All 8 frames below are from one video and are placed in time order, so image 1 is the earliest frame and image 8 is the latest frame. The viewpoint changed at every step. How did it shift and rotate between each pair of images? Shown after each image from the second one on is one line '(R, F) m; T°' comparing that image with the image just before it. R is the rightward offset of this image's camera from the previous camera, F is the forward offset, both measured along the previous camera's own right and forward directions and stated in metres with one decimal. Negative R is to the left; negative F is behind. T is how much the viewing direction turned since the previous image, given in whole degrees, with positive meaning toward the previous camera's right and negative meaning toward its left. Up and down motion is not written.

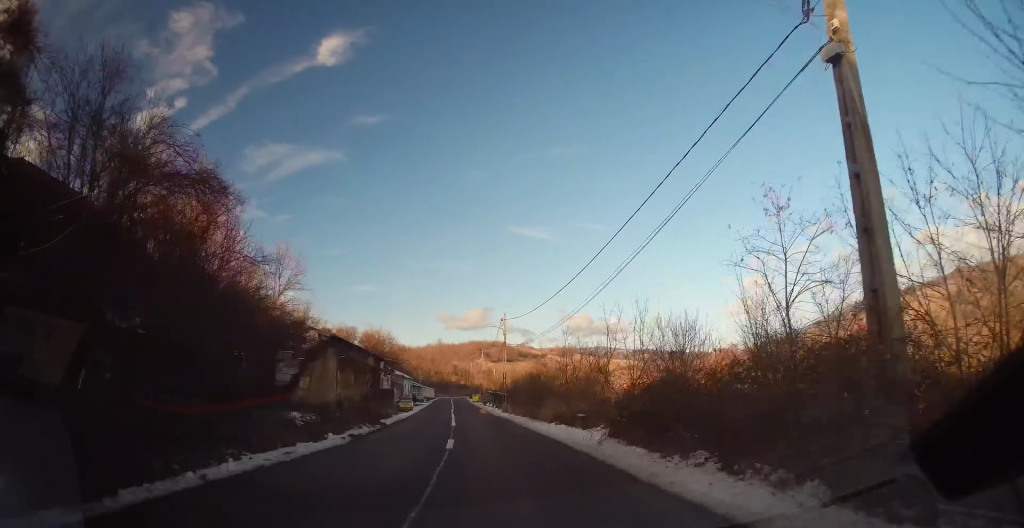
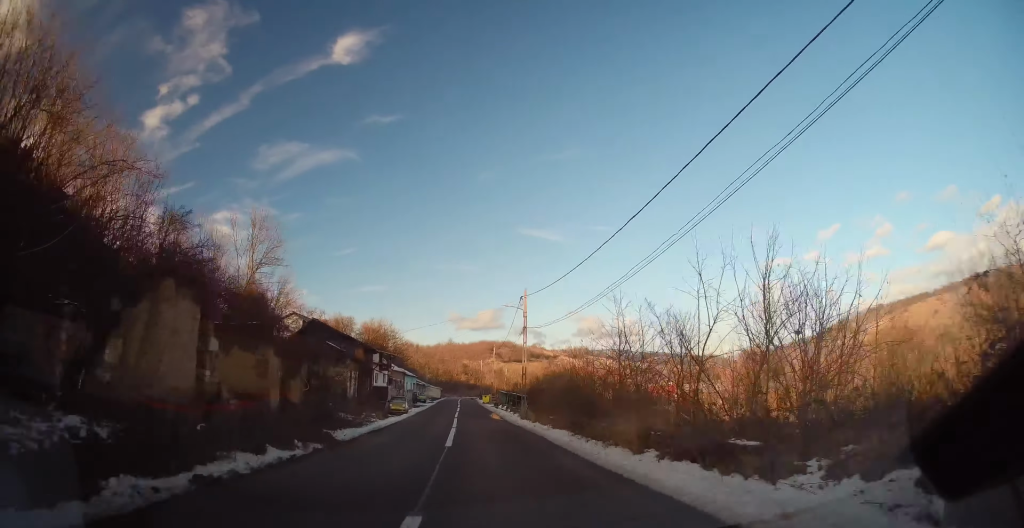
(-0.4, +10.5) m; -1°
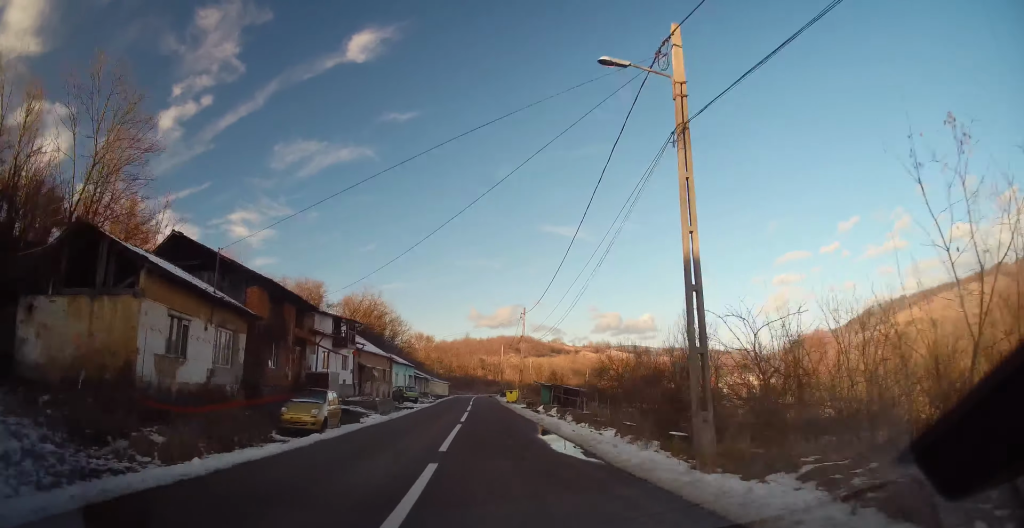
(-0.5, +25.4) m; -1°
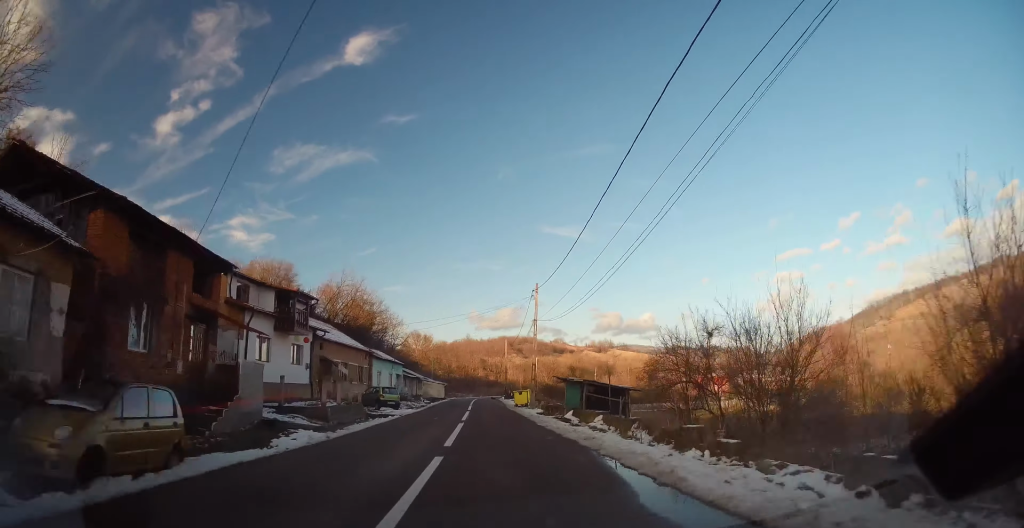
(0.0, +10.2) m; 0°
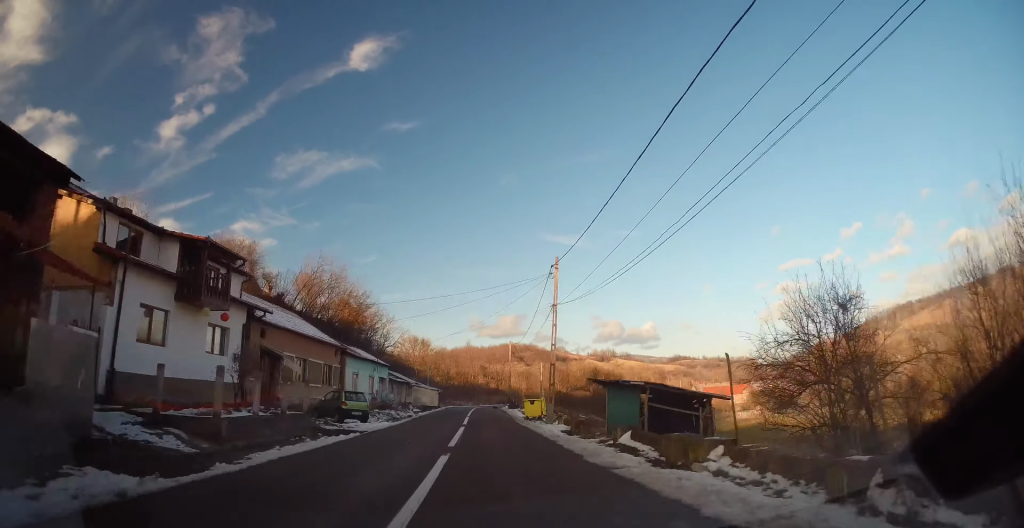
(0.0, +8.8) m; 0°
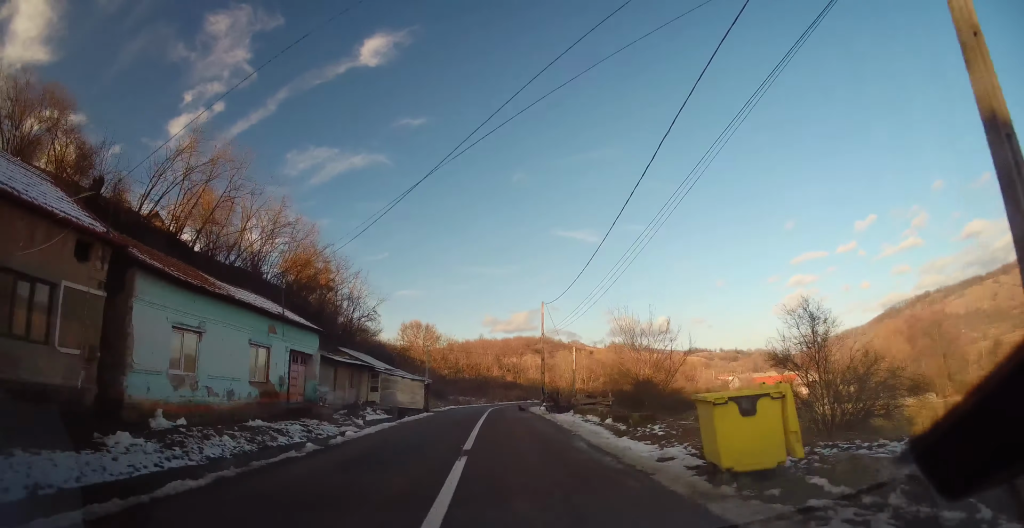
(-0.3, +23.1) m; -1°
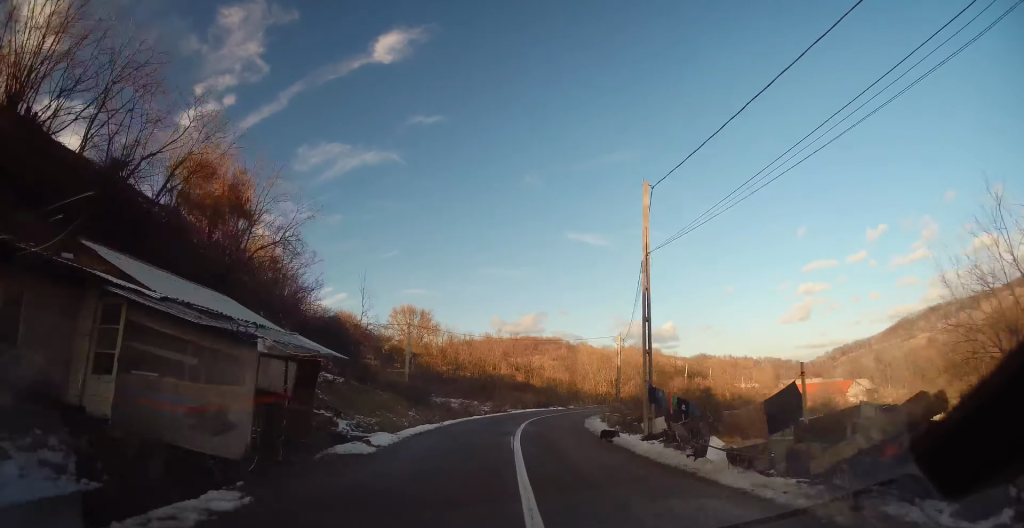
(+0.2, +24.6) m; +2°
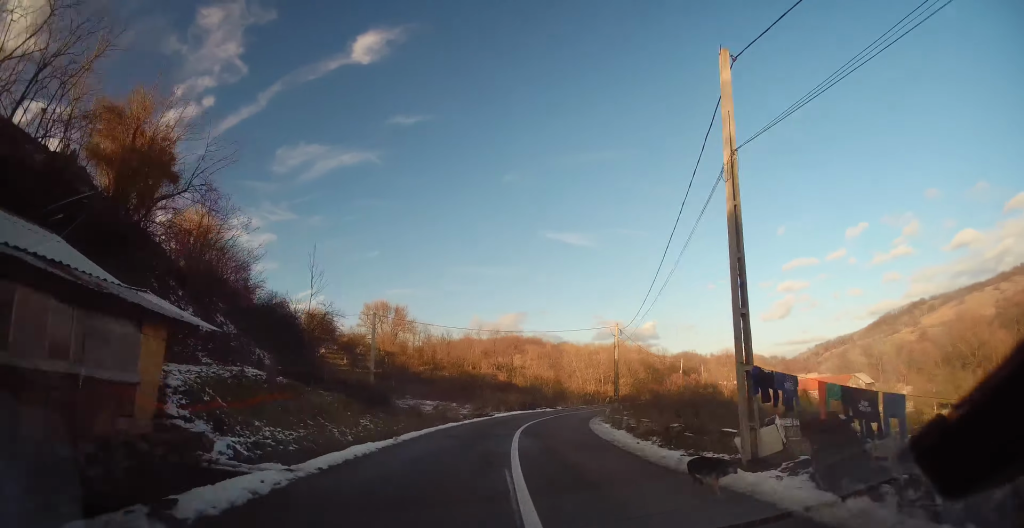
(0.0, +7.7) m; +2°
